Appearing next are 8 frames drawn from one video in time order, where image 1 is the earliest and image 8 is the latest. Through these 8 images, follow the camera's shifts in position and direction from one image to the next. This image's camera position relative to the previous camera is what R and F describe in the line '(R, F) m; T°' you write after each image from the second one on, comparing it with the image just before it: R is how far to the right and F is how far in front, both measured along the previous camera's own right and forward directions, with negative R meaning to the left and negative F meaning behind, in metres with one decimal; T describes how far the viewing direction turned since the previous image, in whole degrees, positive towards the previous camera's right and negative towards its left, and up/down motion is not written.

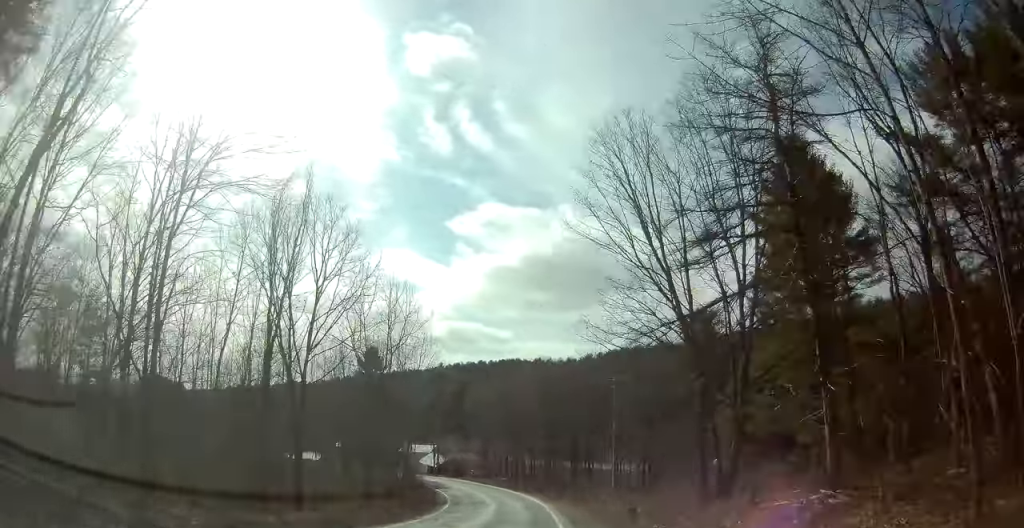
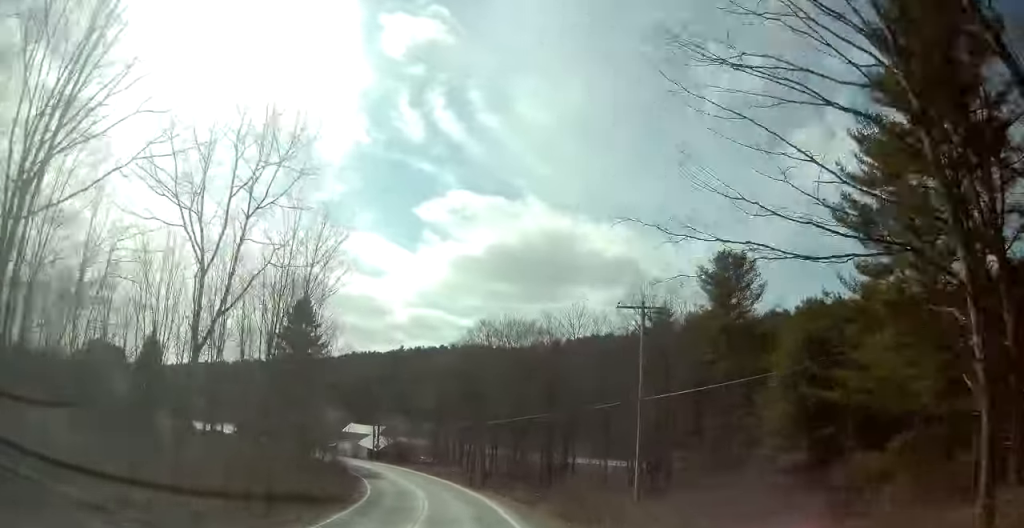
(+1.0, +18.3) m; +4°
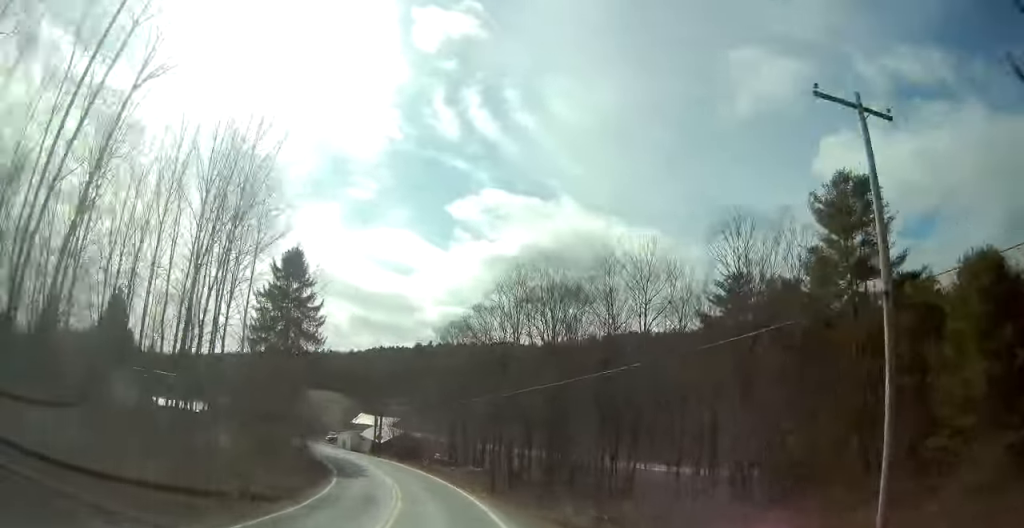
(+0.2, +15.9) m; +2°
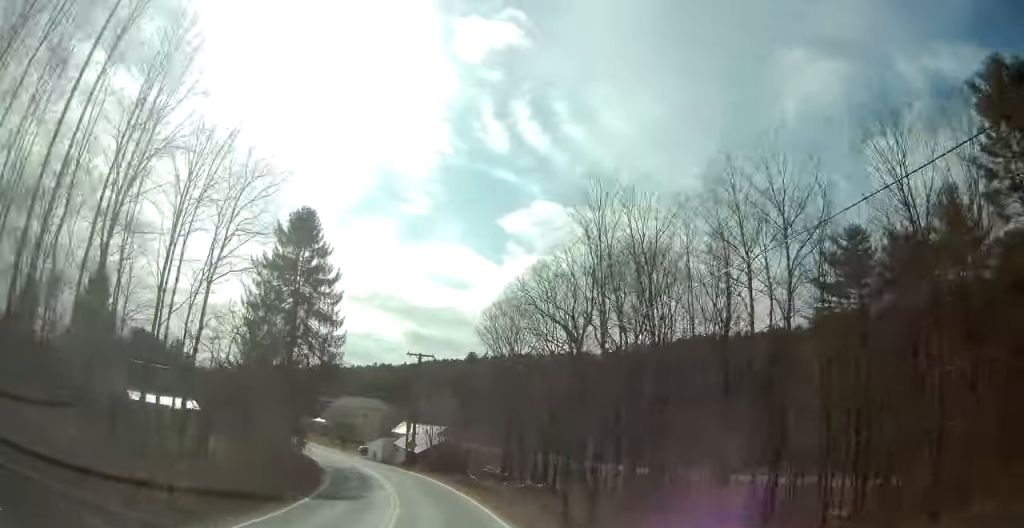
(+0.5, +14.0) m; 0°
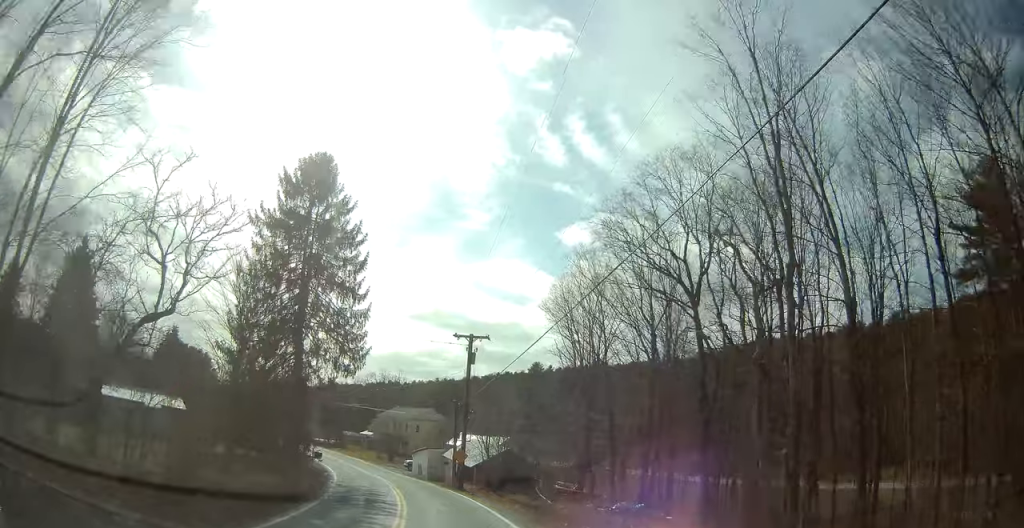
(-0.2, +12.8) m; -4°
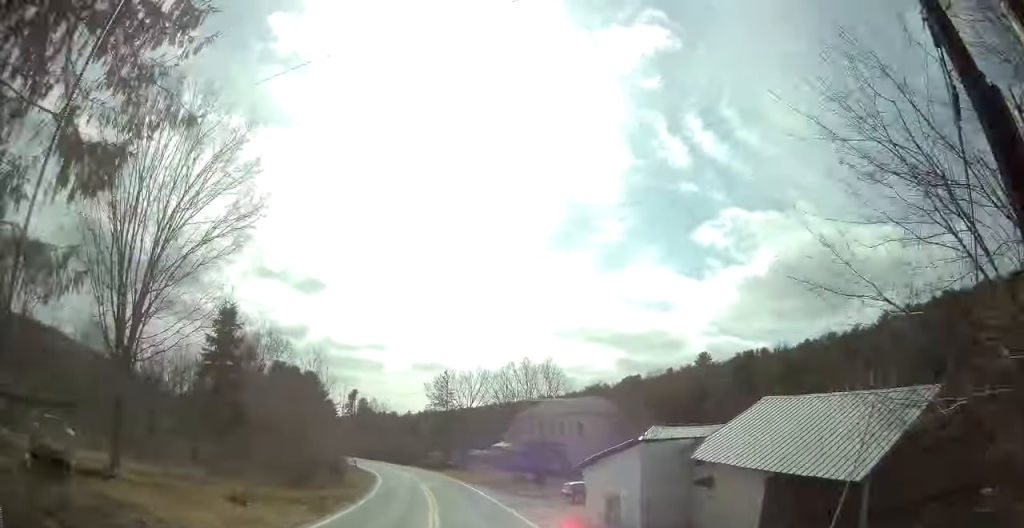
(-5.1, +36.8) m; -15°
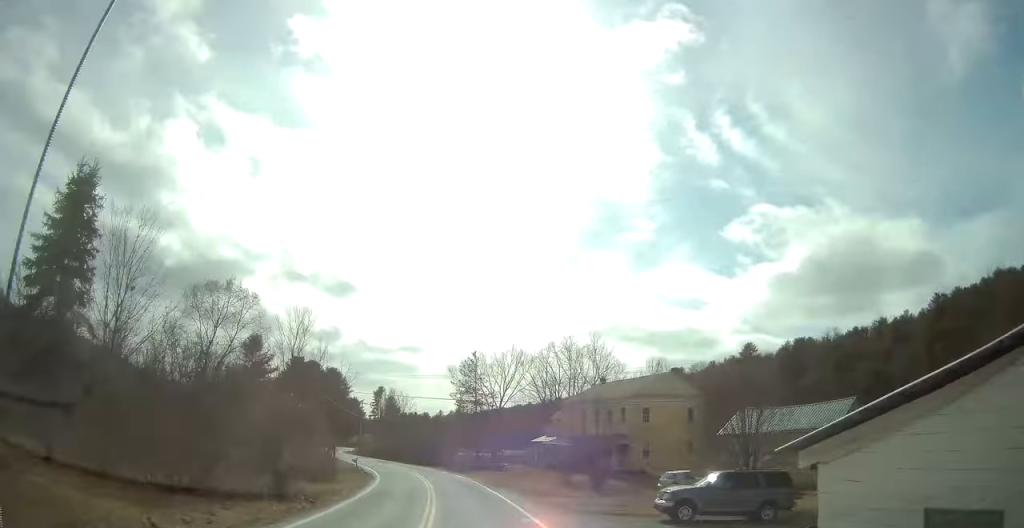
(-0.6, +13.9) m; -6°
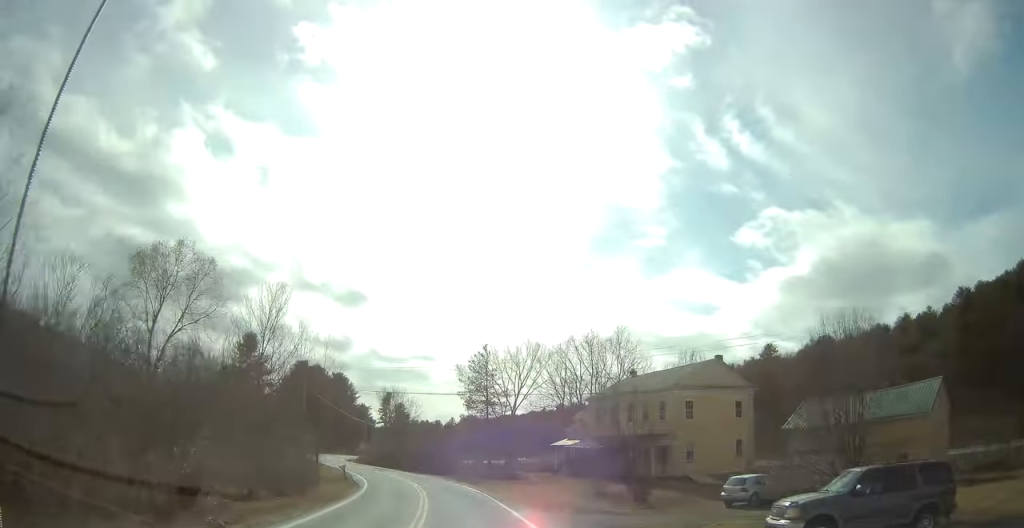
(-0.5, +8.0) m; -3°
